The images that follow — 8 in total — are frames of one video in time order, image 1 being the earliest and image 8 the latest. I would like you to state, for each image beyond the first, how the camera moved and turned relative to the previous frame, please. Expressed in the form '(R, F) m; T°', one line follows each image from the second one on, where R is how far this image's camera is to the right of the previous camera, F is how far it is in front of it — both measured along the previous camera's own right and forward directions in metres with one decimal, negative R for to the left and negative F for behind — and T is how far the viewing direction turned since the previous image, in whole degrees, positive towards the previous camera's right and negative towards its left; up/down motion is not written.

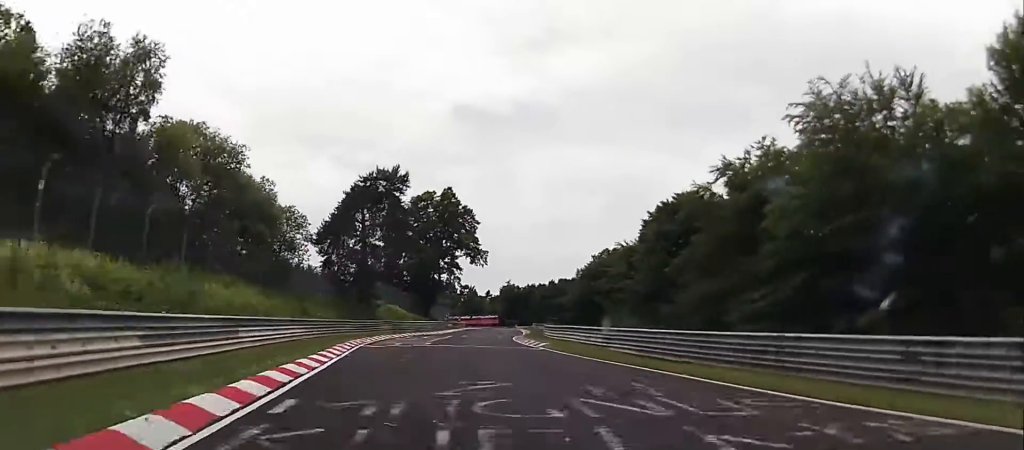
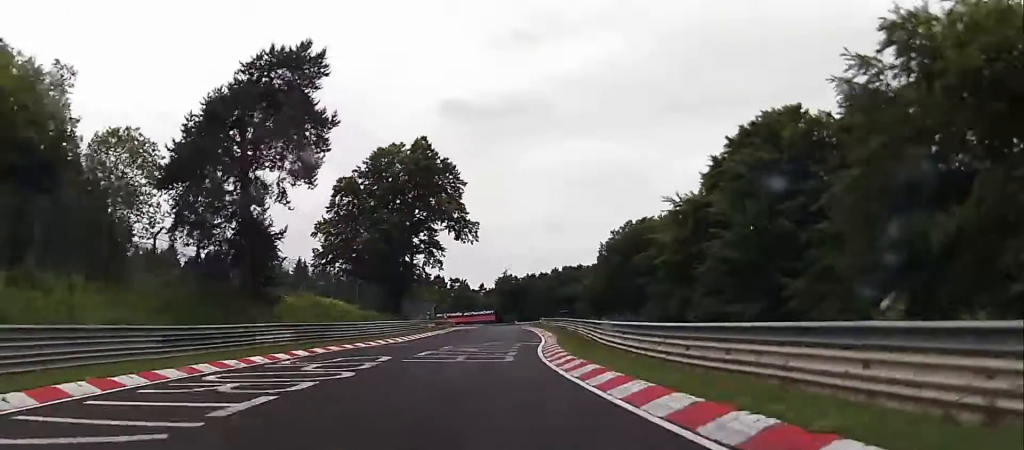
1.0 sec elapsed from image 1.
(-0.2, +29.2) m; -1°
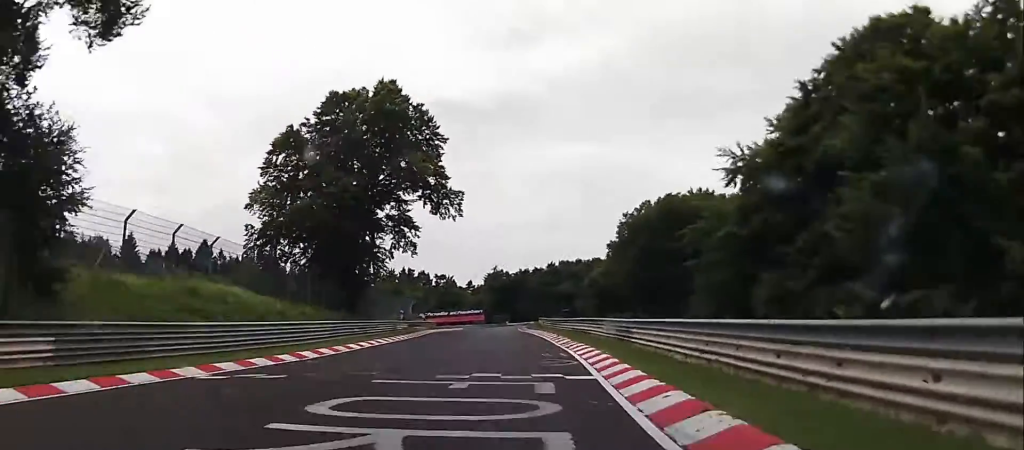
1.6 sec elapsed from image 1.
(-0.2, +18.6) m; +1°
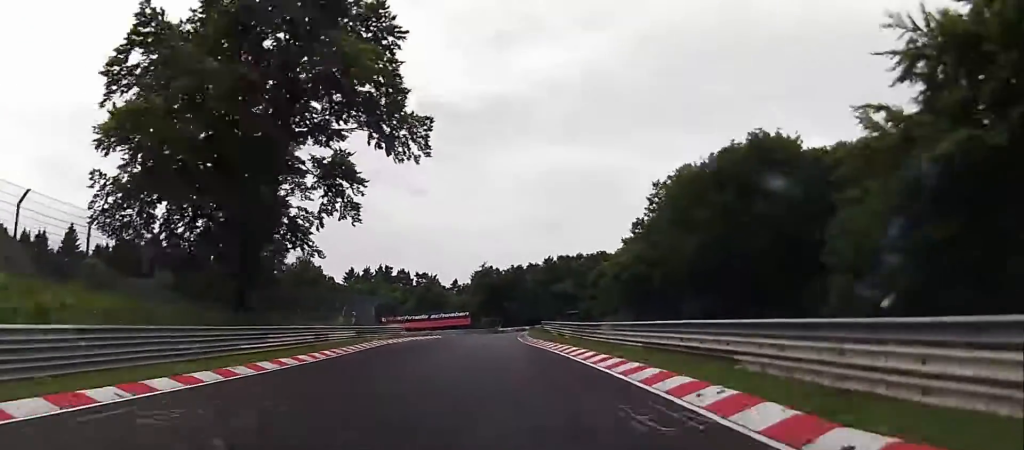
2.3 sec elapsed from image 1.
(+0.1, +23.0) m; +1°
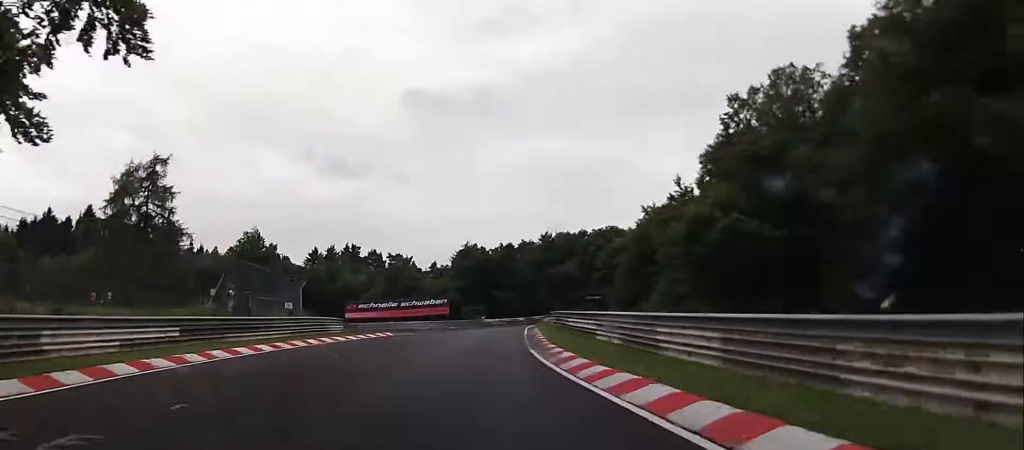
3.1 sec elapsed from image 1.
(+0.7, +25.9) m; +1°
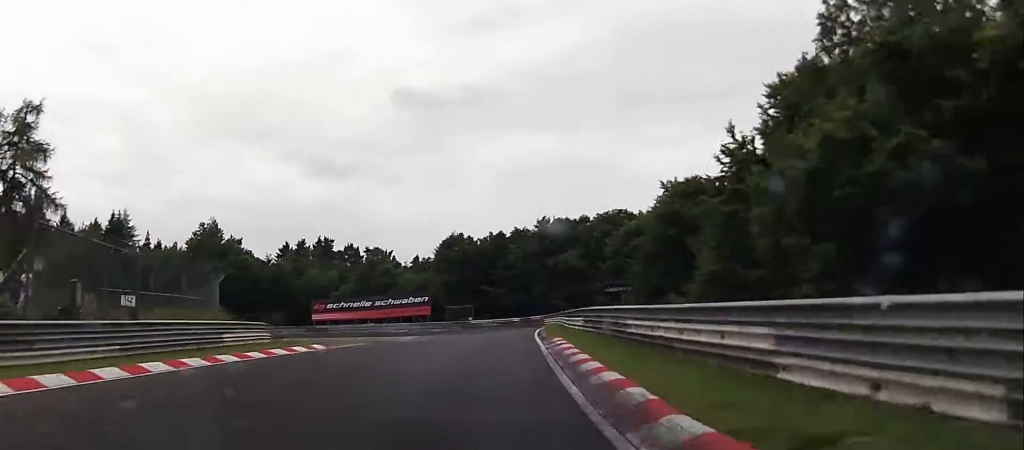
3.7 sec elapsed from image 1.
(-0.1, +15.8) m; 0°
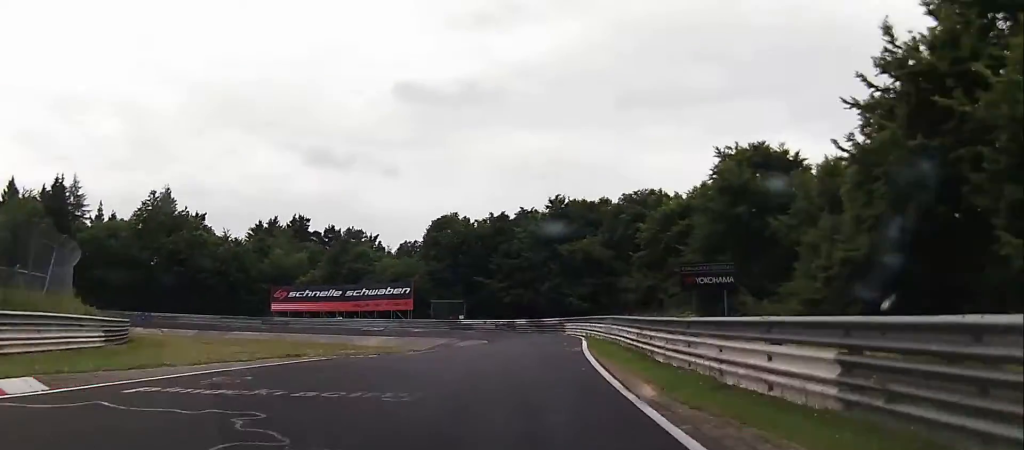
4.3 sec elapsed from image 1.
(0.0, +17.2) m; -1°
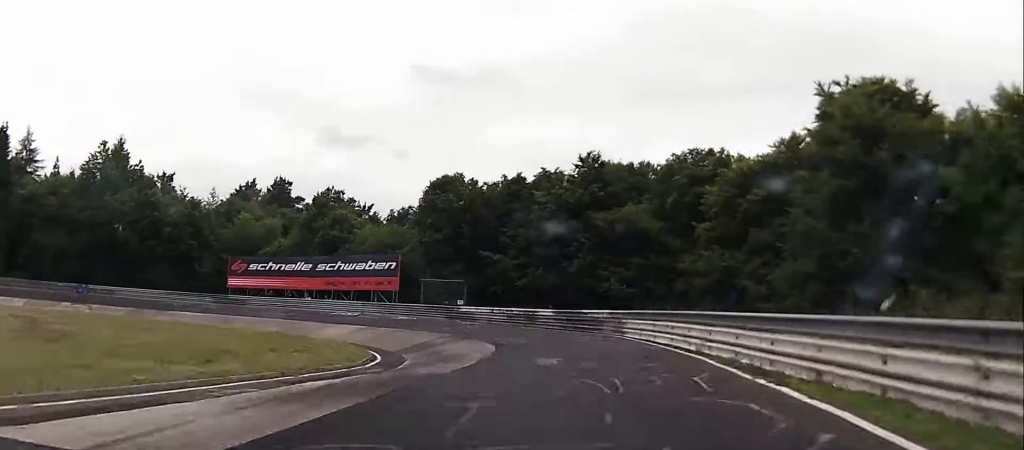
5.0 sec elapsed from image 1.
(+0.3, +17.1) m; -2°
